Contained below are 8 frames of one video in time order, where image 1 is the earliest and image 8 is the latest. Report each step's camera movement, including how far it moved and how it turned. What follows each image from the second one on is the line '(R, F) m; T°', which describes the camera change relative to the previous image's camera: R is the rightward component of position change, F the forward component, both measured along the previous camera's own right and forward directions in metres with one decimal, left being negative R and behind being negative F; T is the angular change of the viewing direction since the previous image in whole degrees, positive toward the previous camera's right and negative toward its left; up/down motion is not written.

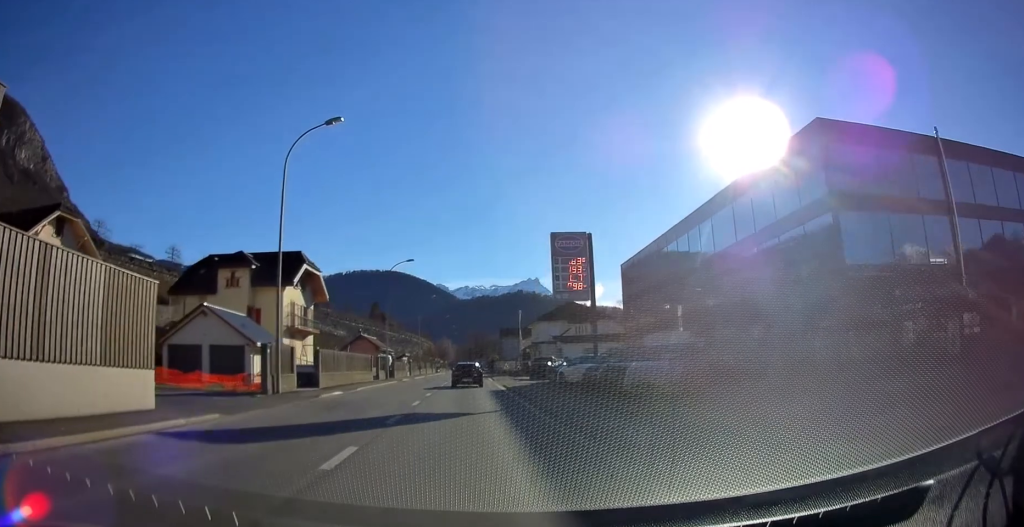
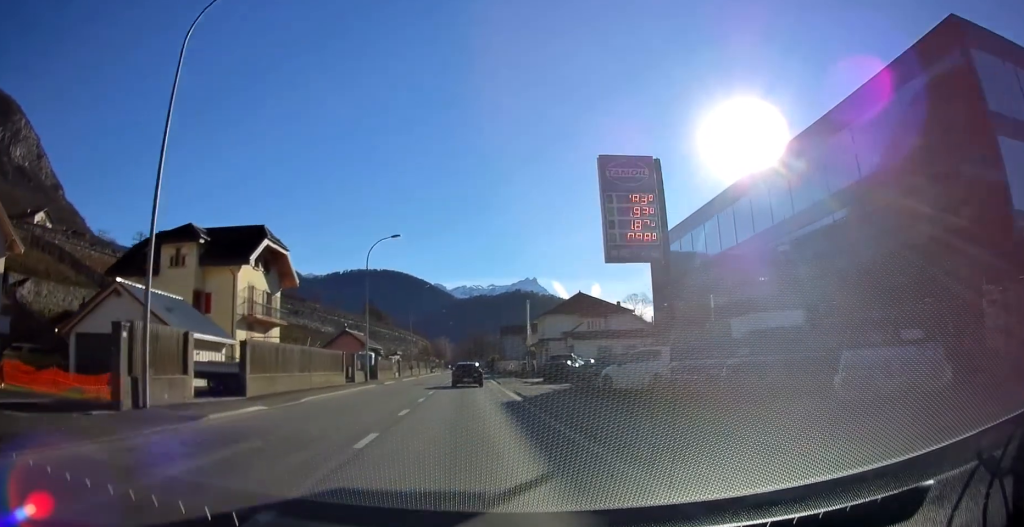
(+0.1, +10.0) m; 0°
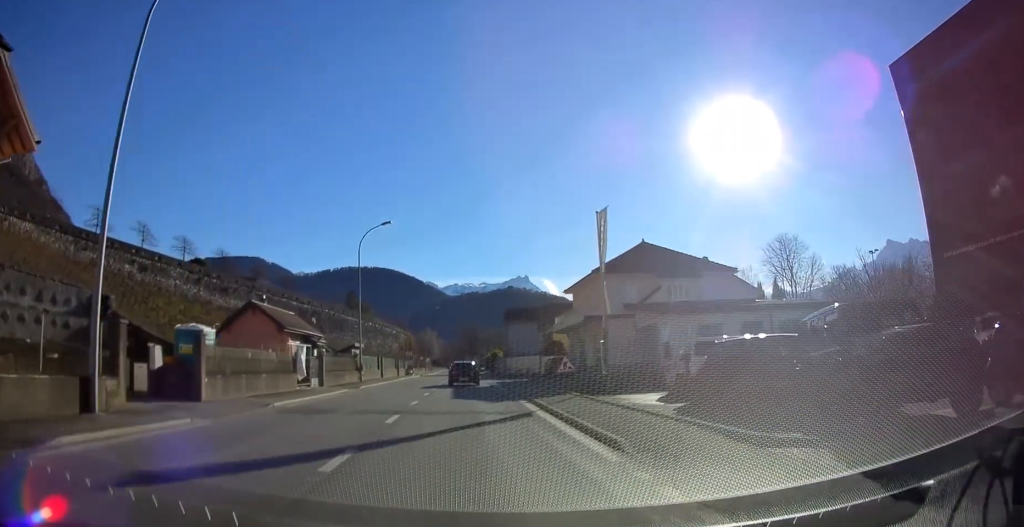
(+0.4, +31.5) m; +2°
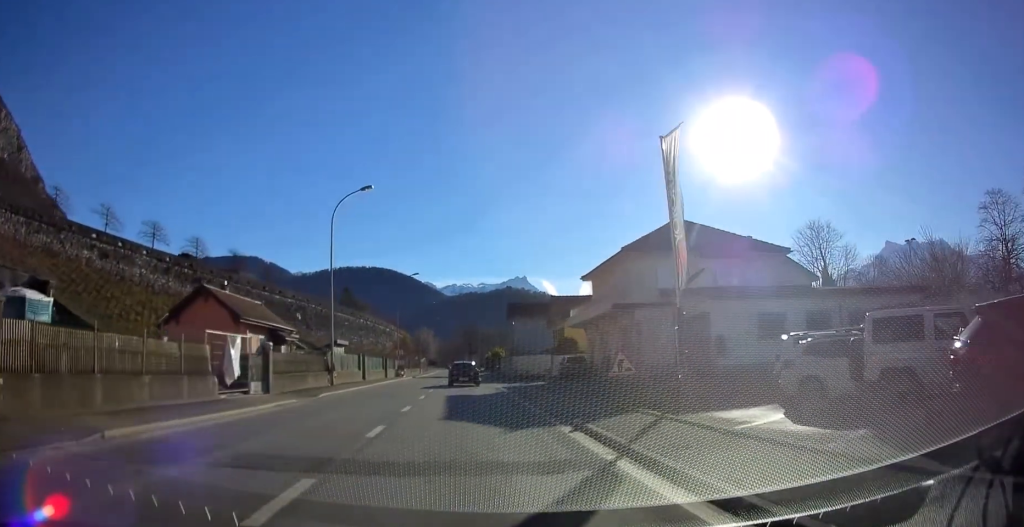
(0.0, +8.3) m; 0°
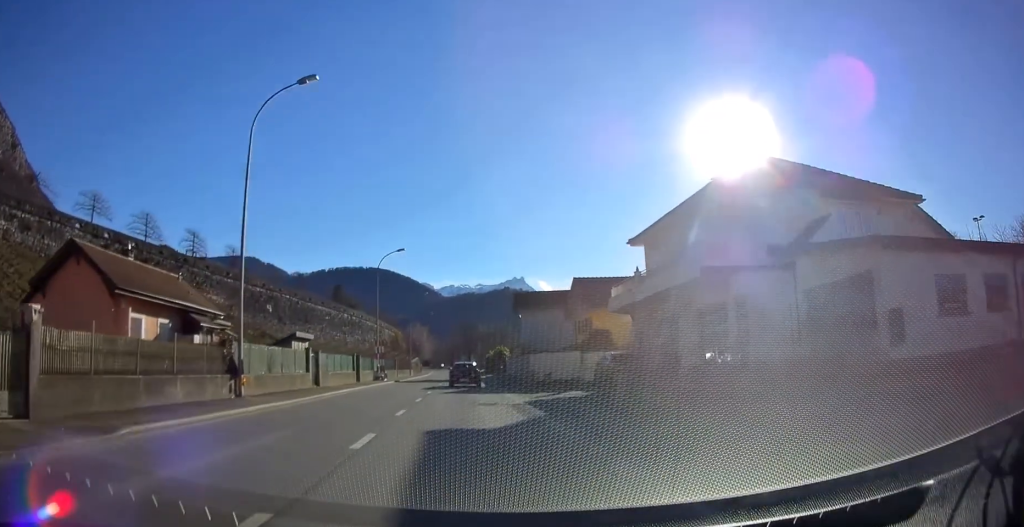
(0.0, +13.7) m; 0°
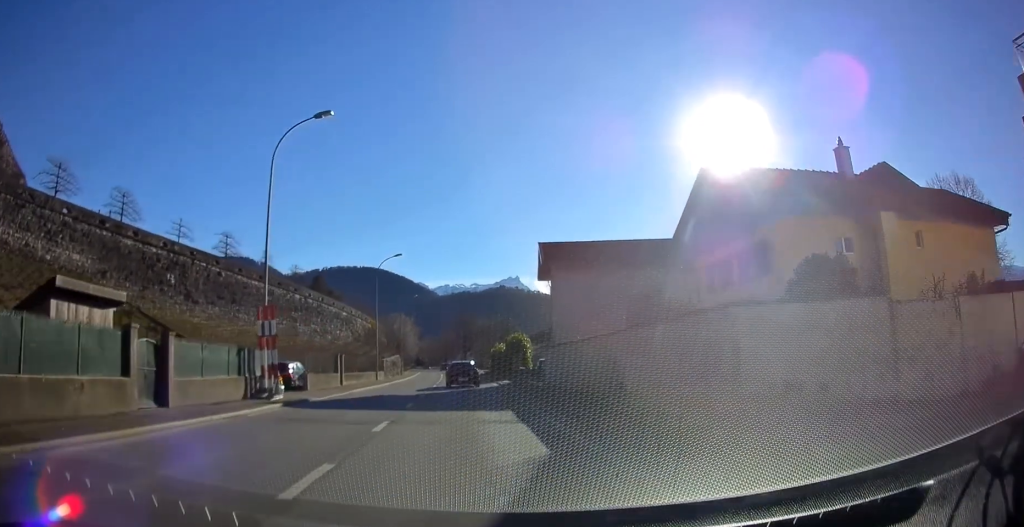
(+0.1, +27.6) m; 0°
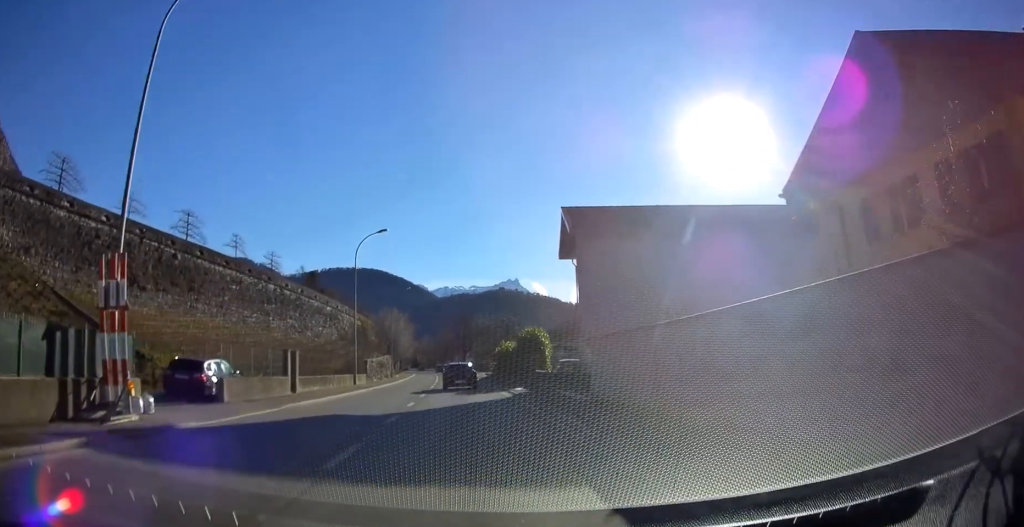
(0.0, +10.2) m; 0°
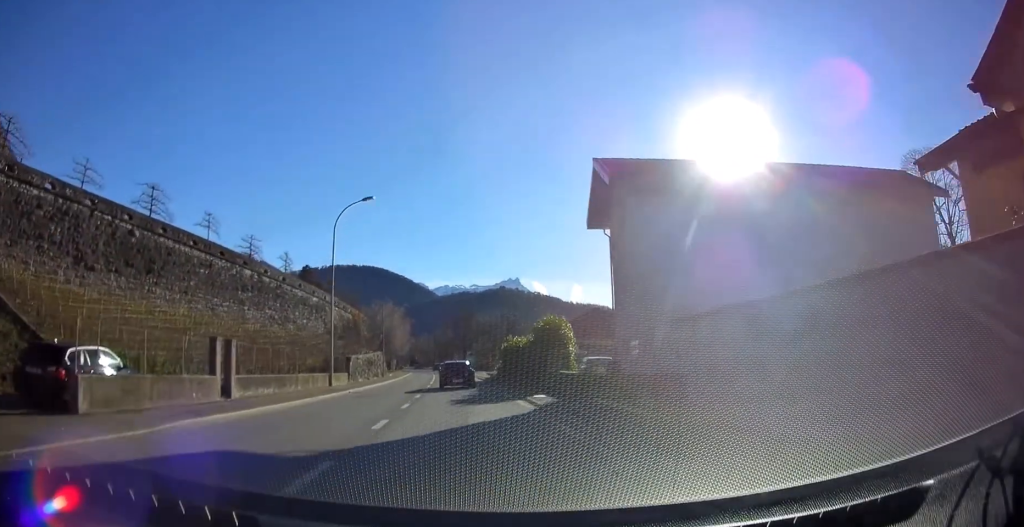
(0.0, +7.4) m; 0°
